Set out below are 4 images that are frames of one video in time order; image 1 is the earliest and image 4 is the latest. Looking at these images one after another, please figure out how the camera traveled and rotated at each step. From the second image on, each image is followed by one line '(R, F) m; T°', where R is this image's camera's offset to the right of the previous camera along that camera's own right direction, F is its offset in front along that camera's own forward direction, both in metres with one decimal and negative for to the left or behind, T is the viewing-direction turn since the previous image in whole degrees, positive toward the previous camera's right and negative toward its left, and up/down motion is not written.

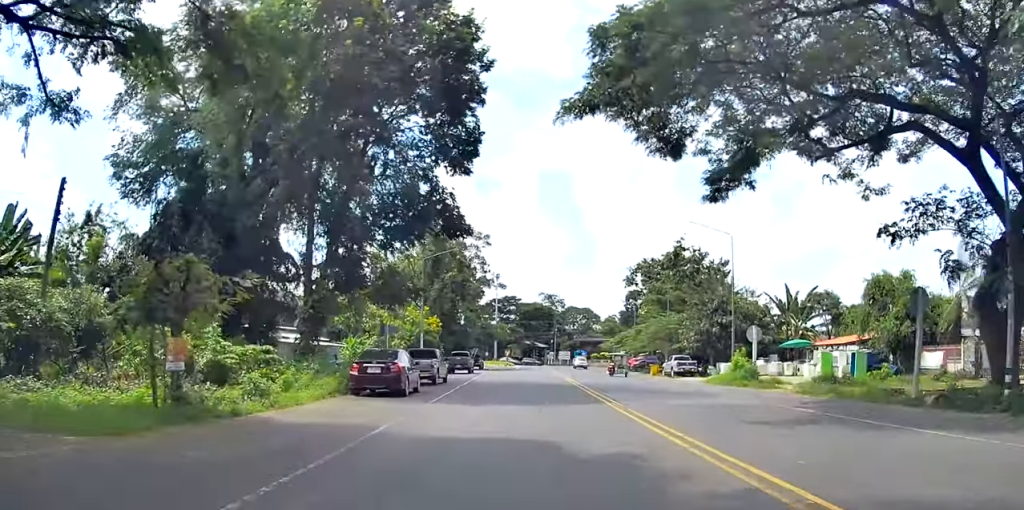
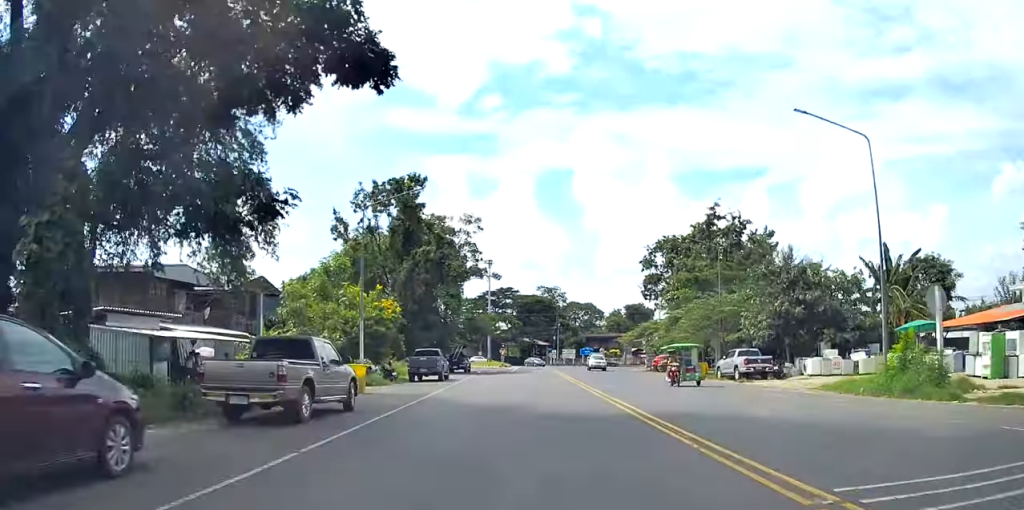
(0.0, +16.2) m; +3°
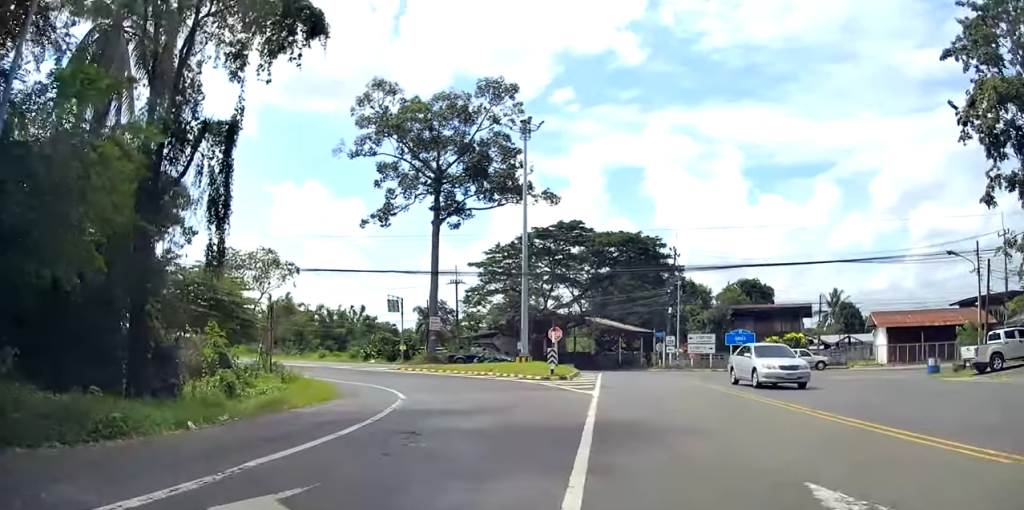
(-4.1, +59.8) m; -13°
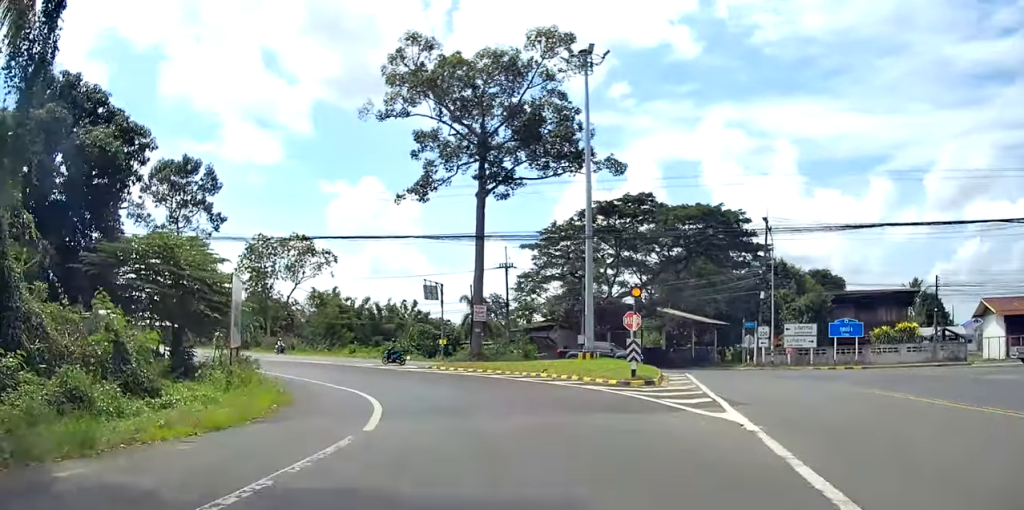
(-0.3, +10.3) m; -6°
